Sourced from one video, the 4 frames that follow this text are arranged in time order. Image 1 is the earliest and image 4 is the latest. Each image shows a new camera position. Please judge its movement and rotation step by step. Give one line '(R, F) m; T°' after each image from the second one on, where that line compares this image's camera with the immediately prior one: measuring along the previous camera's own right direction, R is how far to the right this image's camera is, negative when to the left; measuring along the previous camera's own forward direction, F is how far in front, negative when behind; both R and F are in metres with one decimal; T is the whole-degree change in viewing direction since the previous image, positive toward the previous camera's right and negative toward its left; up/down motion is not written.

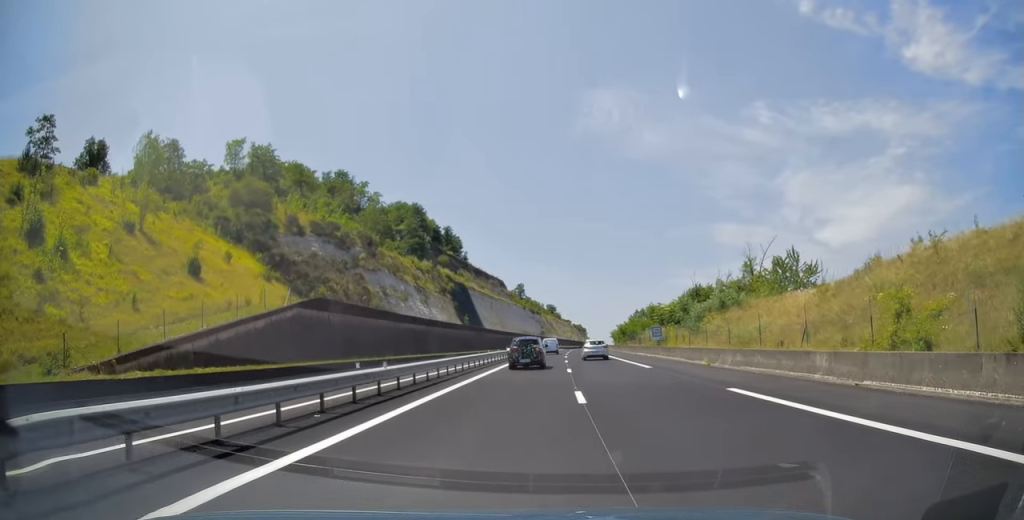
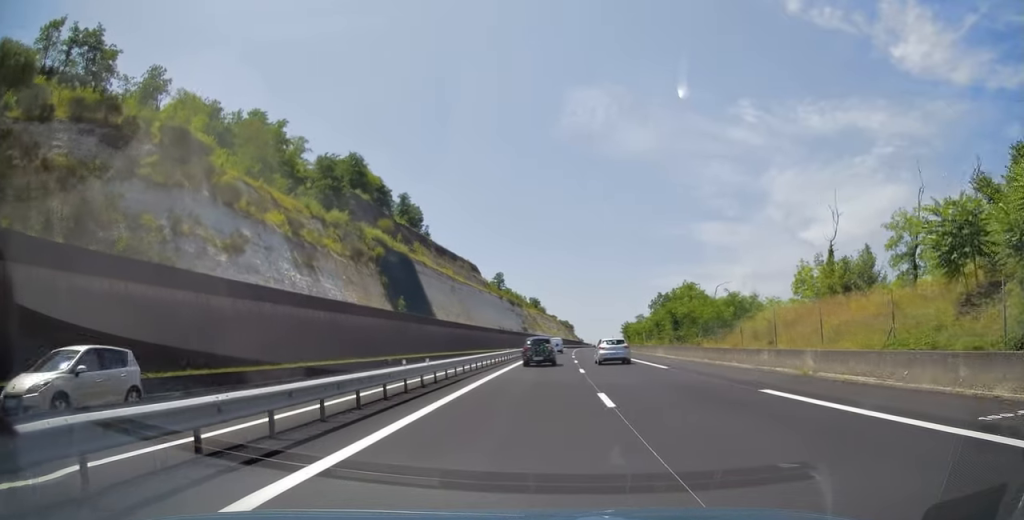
(+1.1, +53.1) m; +2°
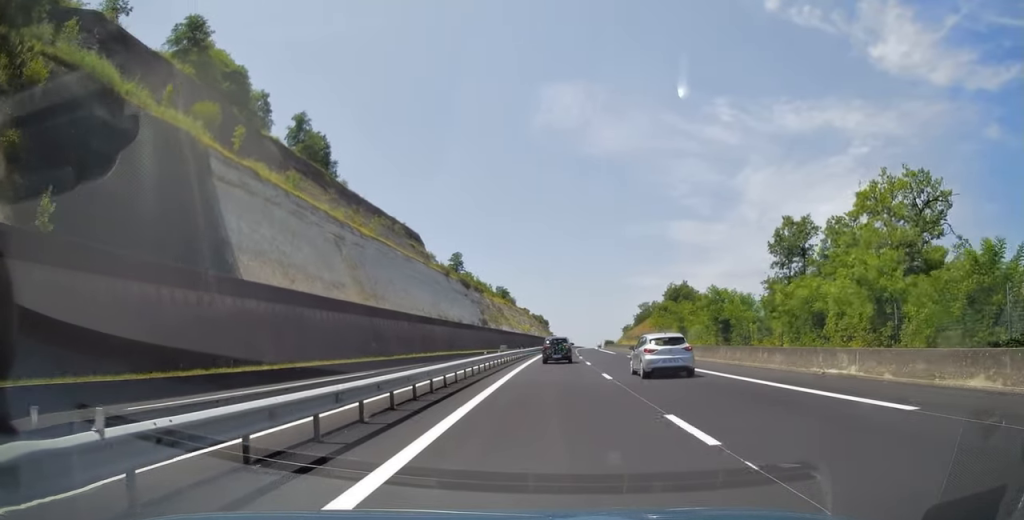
(+1.1, +69.9) m; +2°
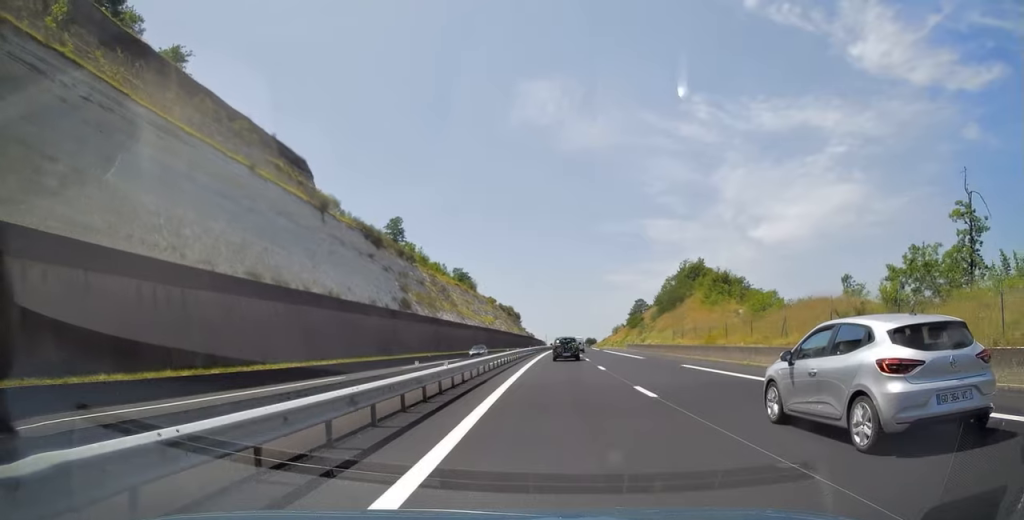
(+1.9, +72.3) m; +3°
